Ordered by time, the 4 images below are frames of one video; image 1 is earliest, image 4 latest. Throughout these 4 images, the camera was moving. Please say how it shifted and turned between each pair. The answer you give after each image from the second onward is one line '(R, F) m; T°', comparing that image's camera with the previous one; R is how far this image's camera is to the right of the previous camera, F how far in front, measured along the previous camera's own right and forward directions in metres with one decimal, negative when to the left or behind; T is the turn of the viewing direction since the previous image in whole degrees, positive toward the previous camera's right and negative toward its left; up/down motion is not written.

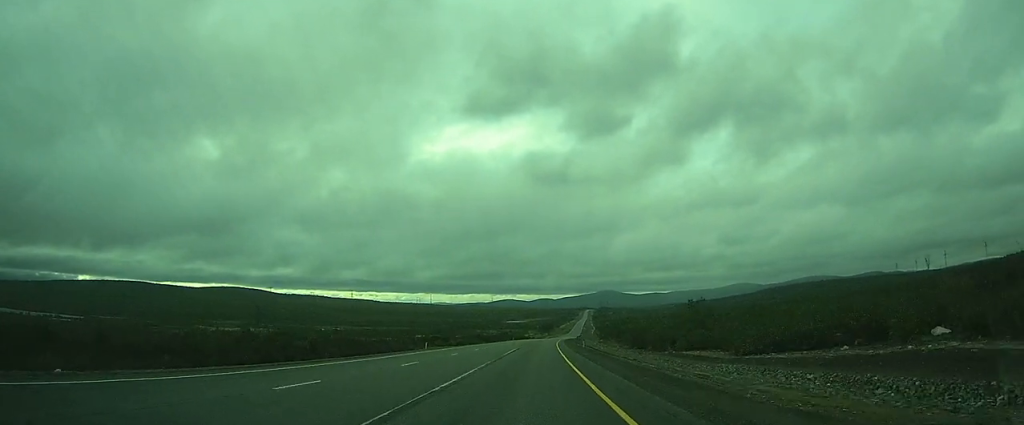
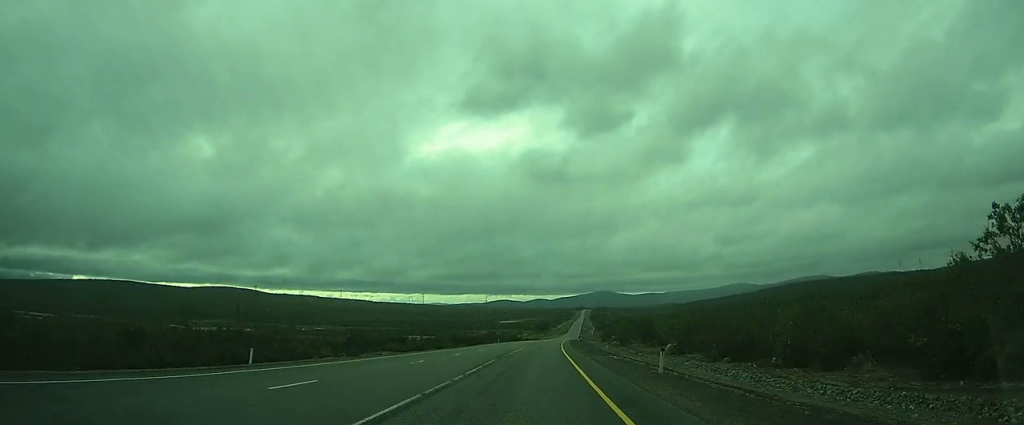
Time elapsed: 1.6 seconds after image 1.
(+0.2, +37.9) m; 0°
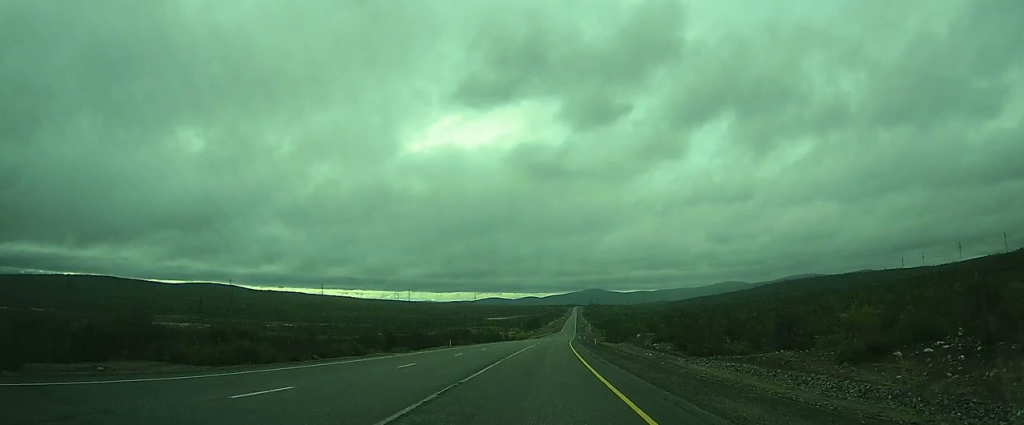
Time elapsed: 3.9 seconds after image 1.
(+0.5, +53.8) m; +2°
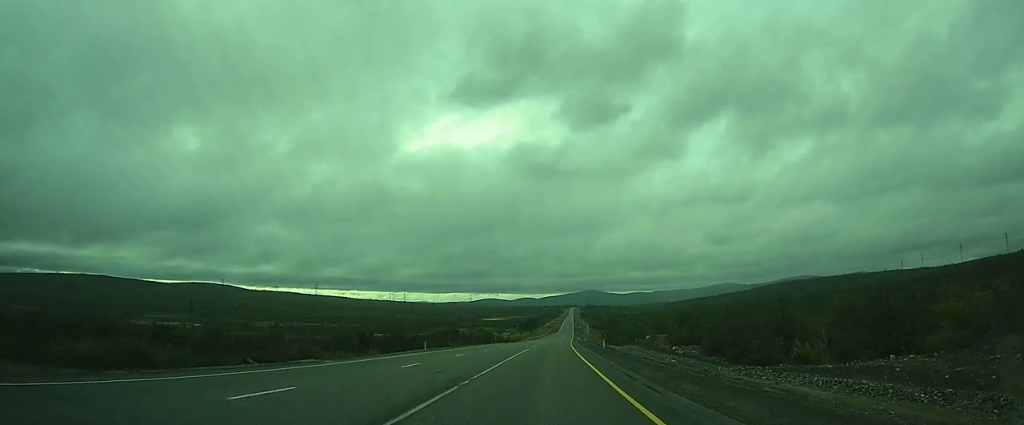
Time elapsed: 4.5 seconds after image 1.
(+0.1, +12.6) m; +1°
